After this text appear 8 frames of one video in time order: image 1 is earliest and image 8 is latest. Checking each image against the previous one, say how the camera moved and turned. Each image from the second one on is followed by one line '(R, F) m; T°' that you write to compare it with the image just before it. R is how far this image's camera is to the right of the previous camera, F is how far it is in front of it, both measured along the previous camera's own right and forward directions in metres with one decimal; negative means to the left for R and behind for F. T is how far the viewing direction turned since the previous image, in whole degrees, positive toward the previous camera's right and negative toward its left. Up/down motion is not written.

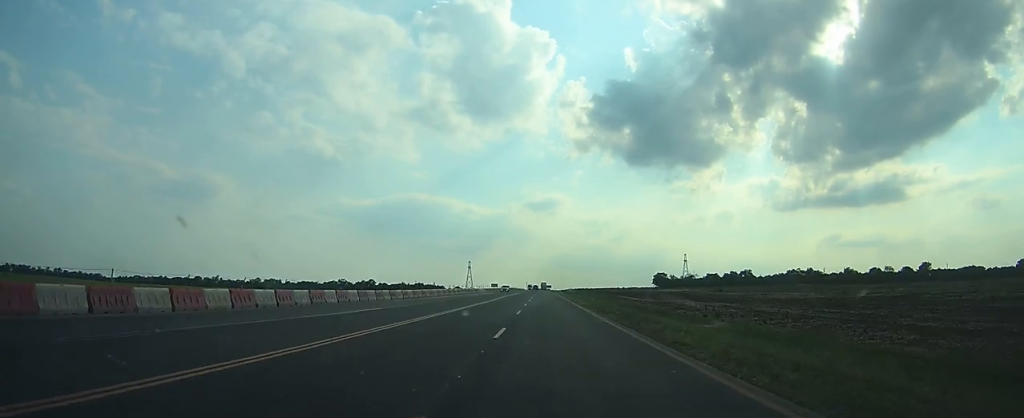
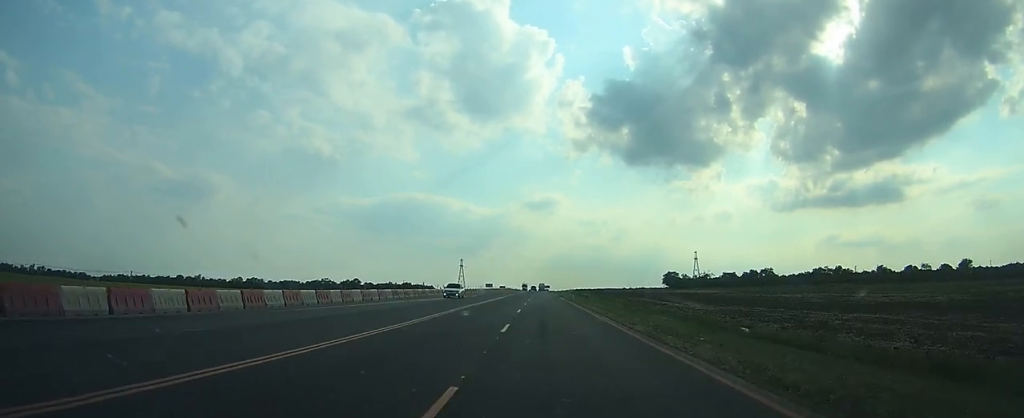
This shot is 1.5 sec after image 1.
(-0.1, +33.8) m; 0°
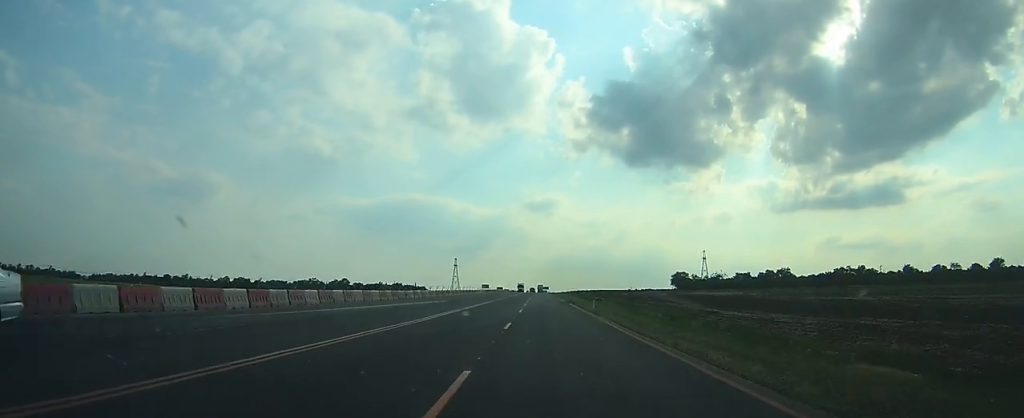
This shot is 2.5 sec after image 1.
(0.0, +22.6) m; 0°
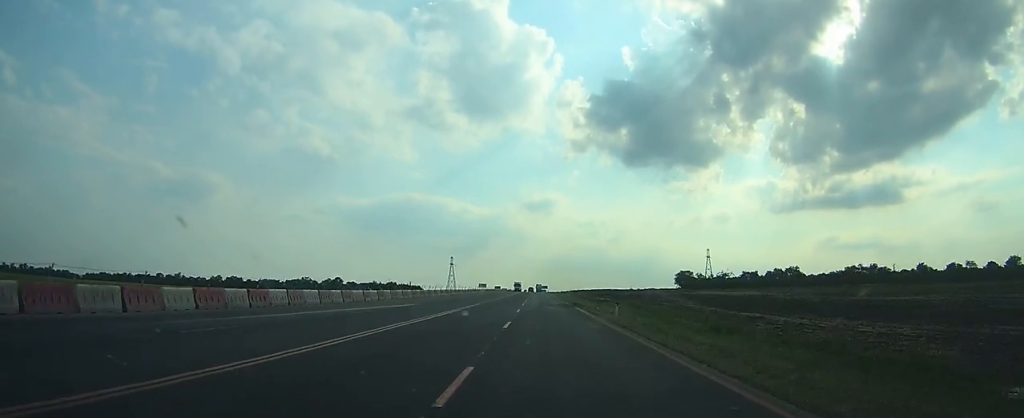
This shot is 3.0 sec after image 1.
(0.0, +11.3) m; 0°
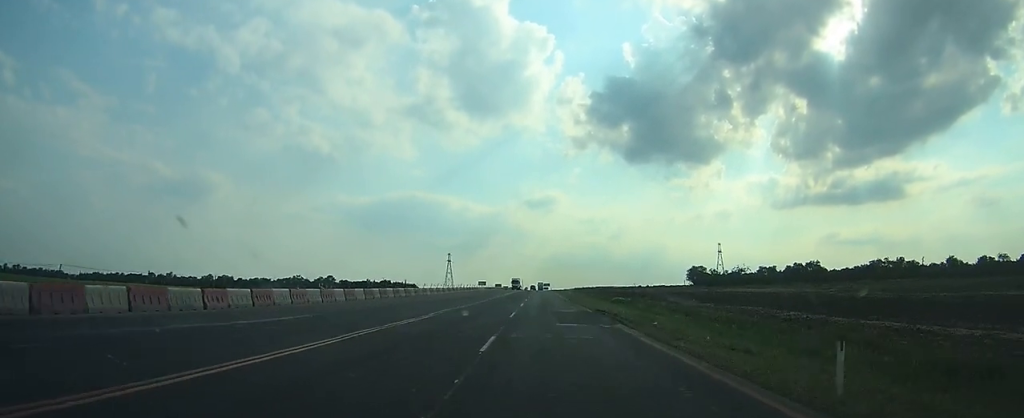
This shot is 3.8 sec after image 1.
(0.0, +18.9) m; 0°
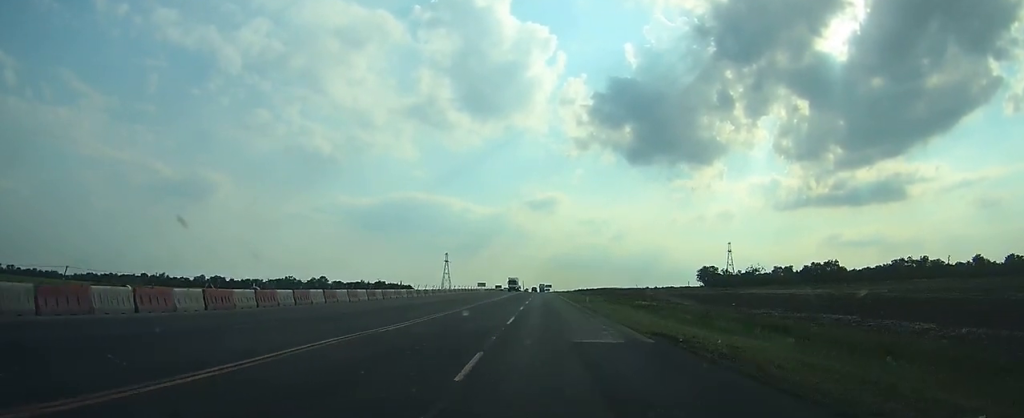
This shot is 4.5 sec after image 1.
(0.0, +15.1) m; 0°
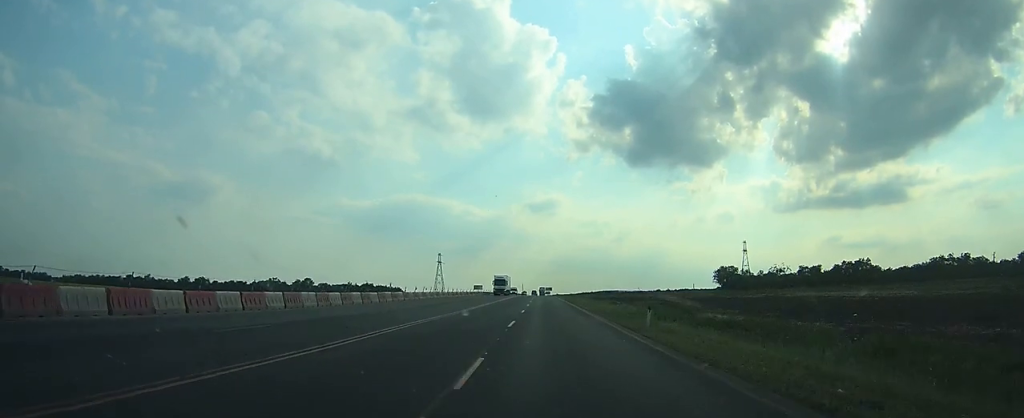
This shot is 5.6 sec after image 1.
(+0.2, +24.2) m; 0°
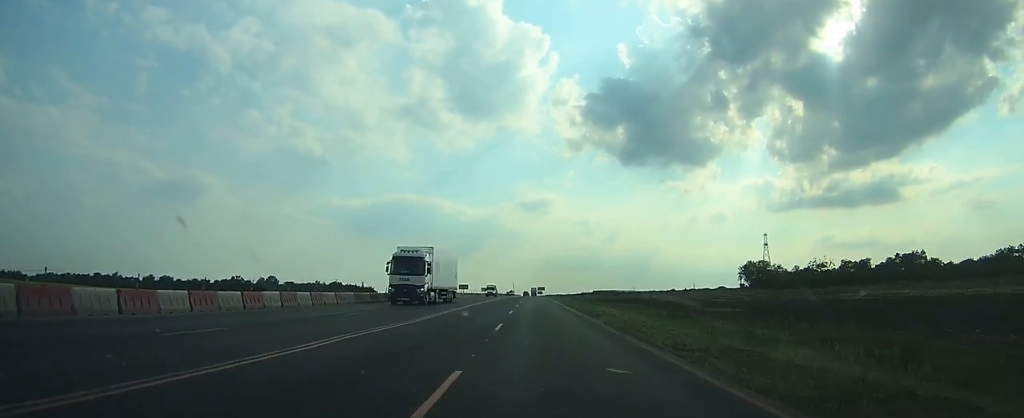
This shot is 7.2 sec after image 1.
(-0.2, +37.4) m; 0°
